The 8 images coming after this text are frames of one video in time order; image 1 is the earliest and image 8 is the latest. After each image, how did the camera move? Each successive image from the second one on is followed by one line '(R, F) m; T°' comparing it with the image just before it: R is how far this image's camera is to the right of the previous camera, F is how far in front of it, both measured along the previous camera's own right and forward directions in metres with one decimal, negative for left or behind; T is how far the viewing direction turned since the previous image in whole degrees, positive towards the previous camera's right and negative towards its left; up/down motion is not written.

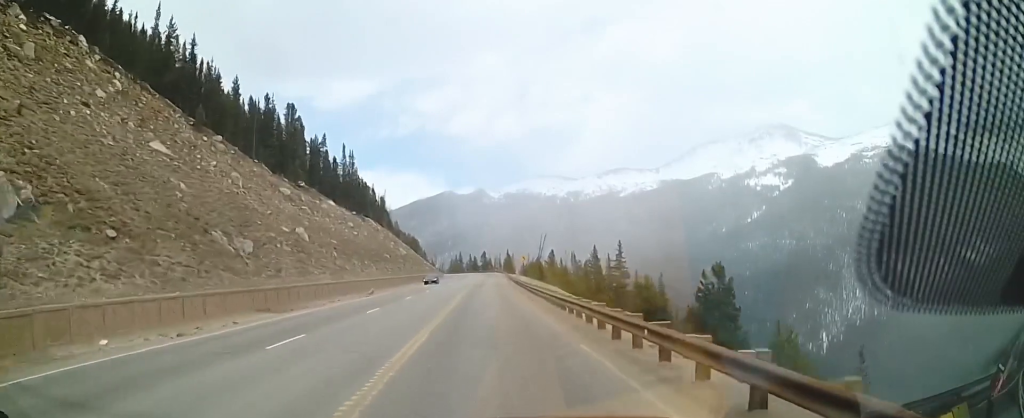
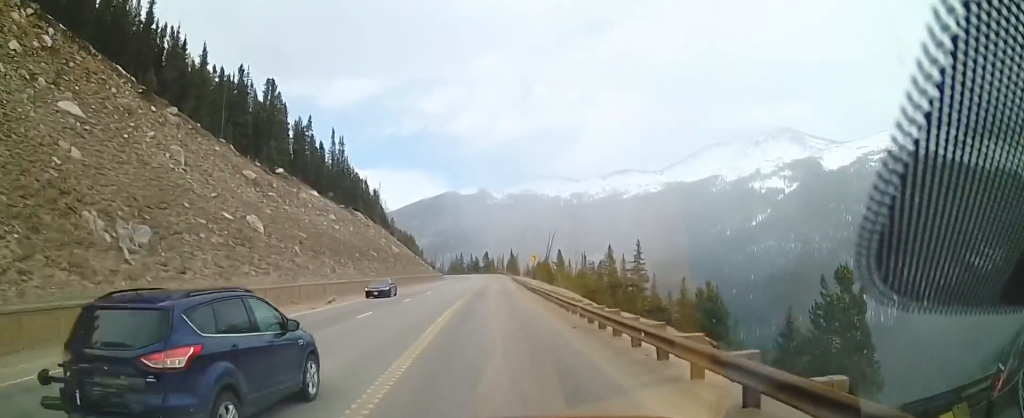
(-0.5, +15.0) m; -1°
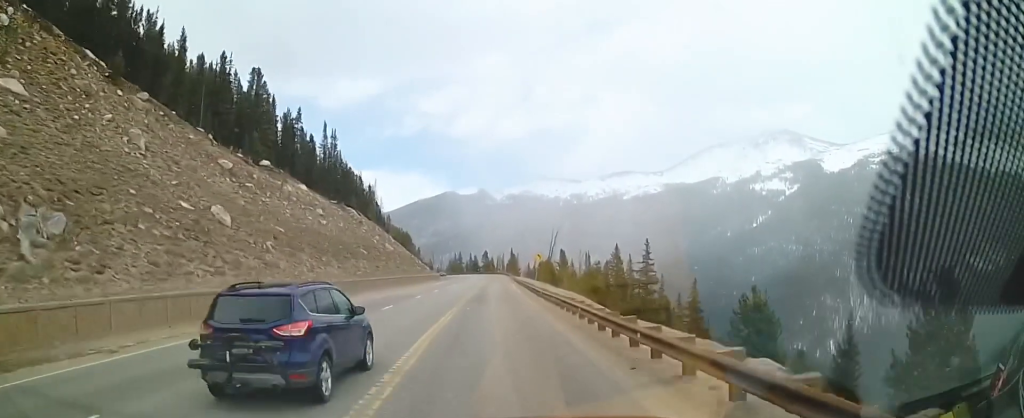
(+0.1, +7.3) m; 0°
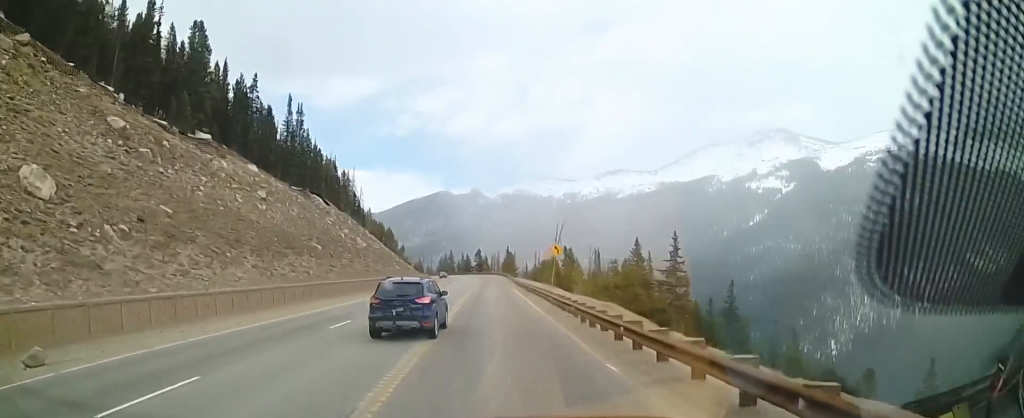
(+0.2, +21.5) m; +1°
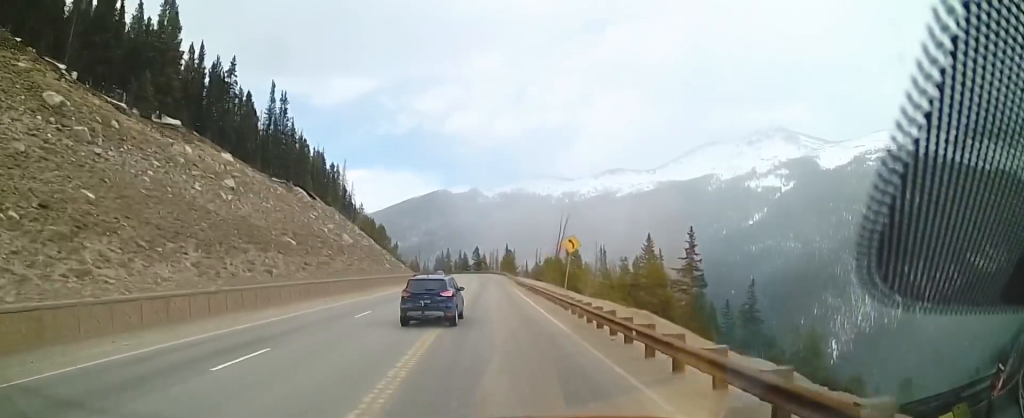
(-0.1, +8.7) m; 0°
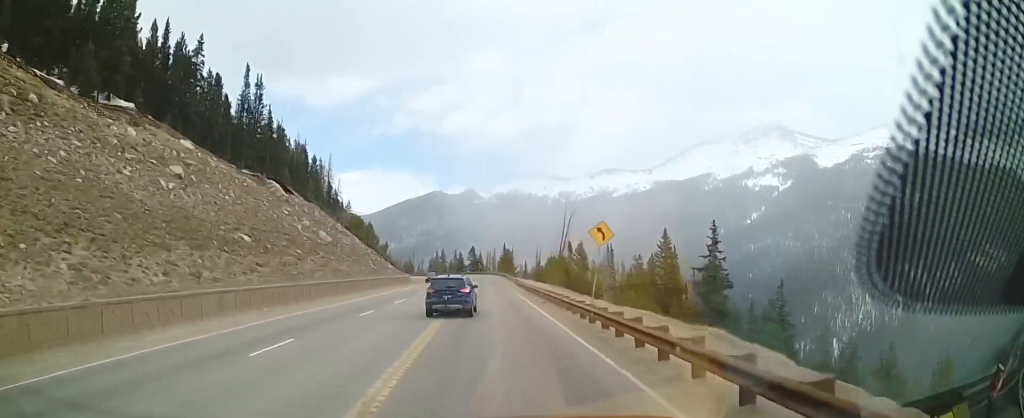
(+0.2, +10.5) m; +1°
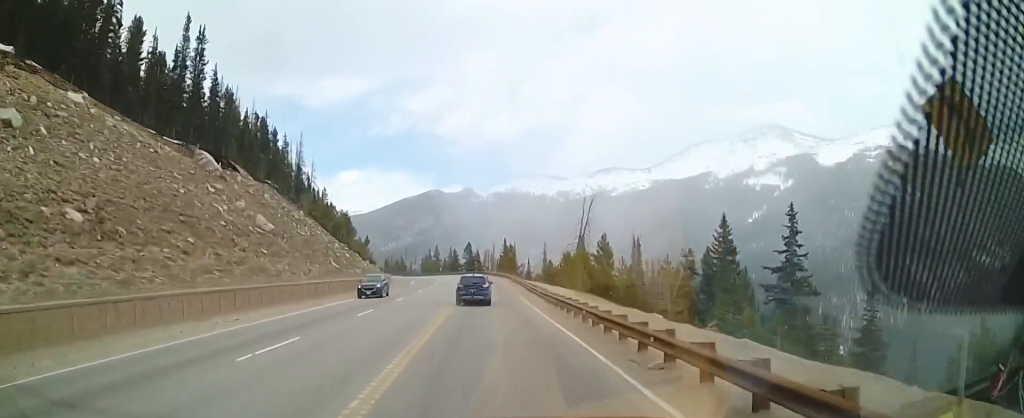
(+0.2, +21.7) m; +1°
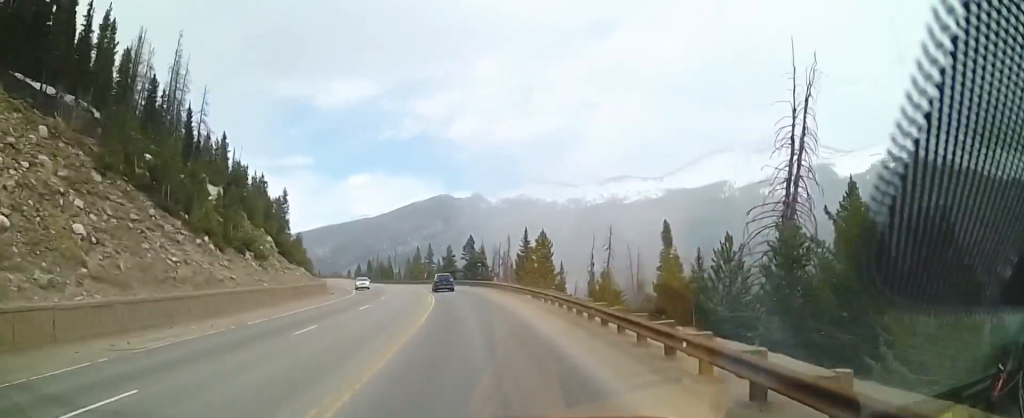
(+1.0, +56.7) m; +1°
